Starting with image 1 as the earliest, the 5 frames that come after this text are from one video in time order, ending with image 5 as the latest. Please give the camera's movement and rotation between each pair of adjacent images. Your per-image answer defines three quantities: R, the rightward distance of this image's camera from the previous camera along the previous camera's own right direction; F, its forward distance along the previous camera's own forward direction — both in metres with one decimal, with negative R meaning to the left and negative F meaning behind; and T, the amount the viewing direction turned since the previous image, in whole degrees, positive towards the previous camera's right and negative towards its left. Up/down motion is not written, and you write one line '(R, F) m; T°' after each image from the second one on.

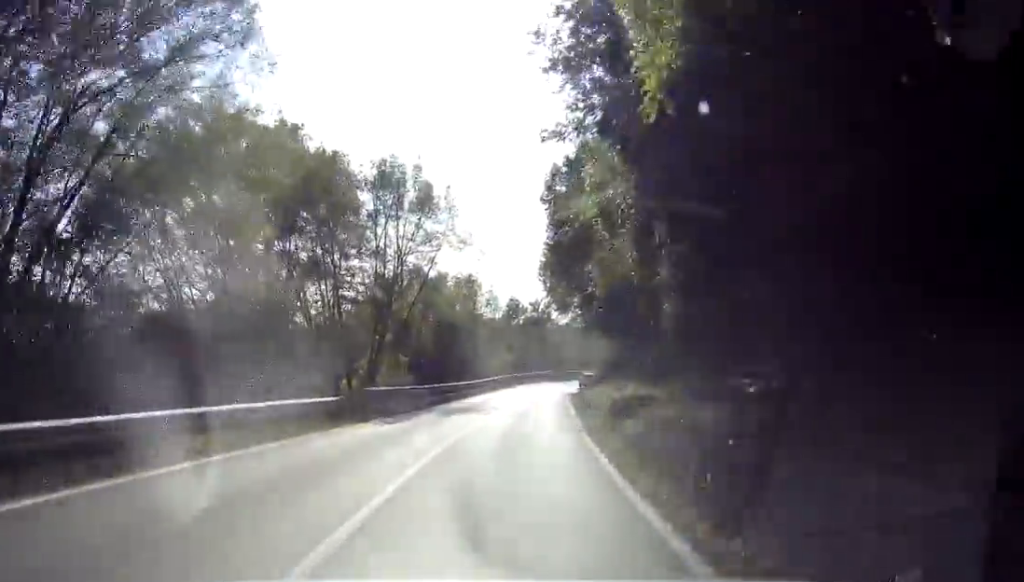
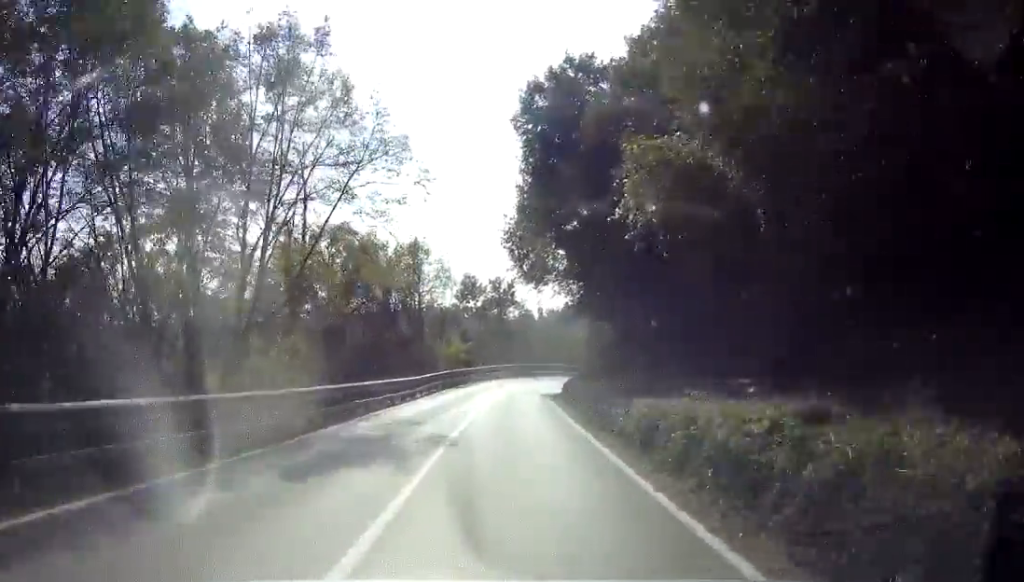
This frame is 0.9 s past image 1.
(0.0, +13.4) m; +5°
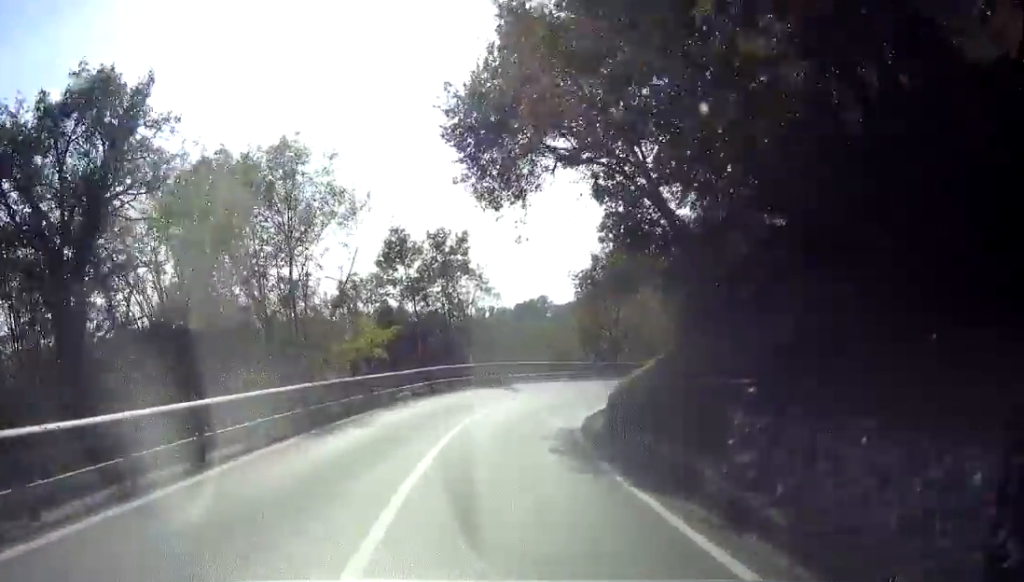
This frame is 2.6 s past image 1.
(+3.7, +22.8) m; +17°
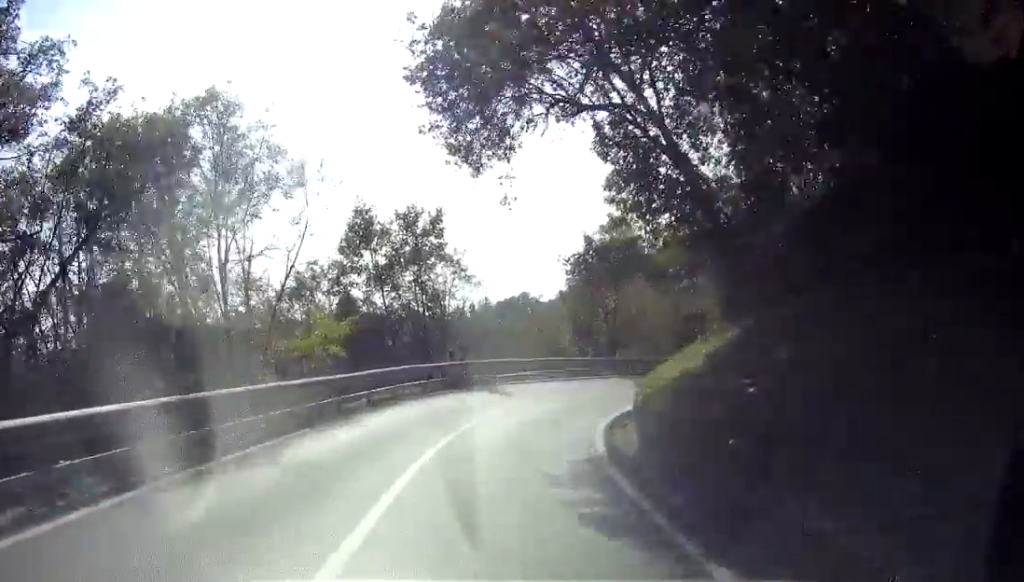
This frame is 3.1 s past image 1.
(+0.3, +5.8) m; +3°
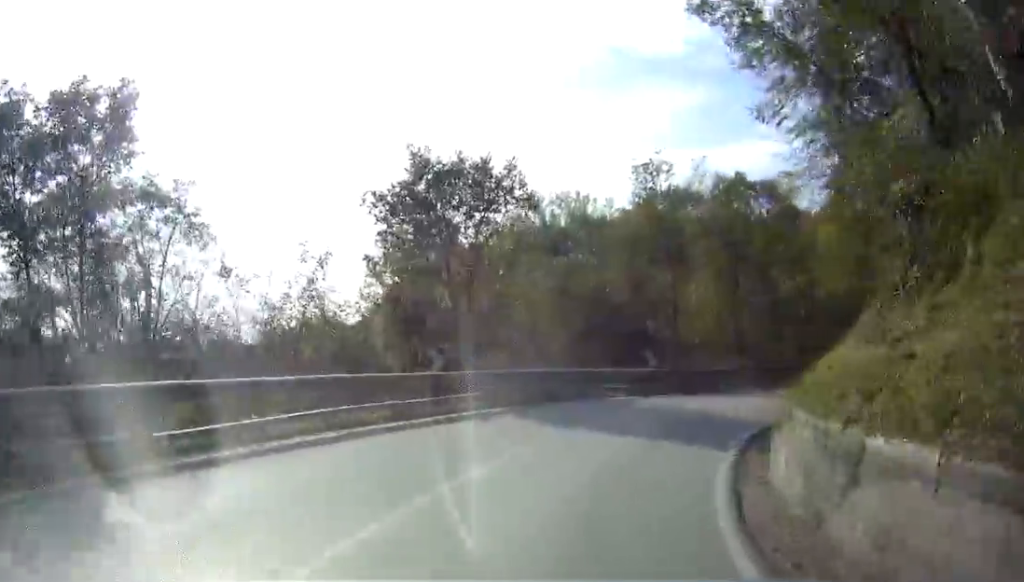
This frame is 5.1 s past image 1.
(+0.4, +18.8) m; +18°
